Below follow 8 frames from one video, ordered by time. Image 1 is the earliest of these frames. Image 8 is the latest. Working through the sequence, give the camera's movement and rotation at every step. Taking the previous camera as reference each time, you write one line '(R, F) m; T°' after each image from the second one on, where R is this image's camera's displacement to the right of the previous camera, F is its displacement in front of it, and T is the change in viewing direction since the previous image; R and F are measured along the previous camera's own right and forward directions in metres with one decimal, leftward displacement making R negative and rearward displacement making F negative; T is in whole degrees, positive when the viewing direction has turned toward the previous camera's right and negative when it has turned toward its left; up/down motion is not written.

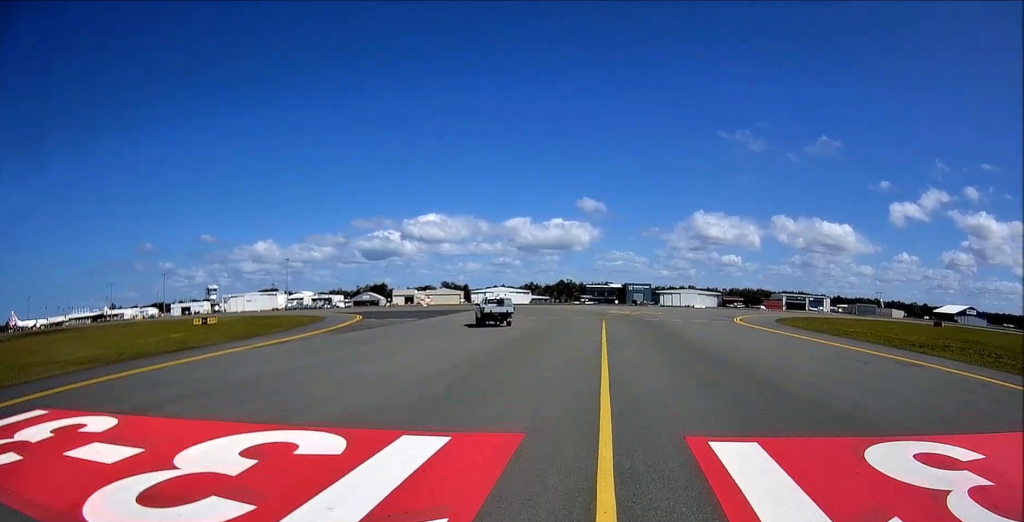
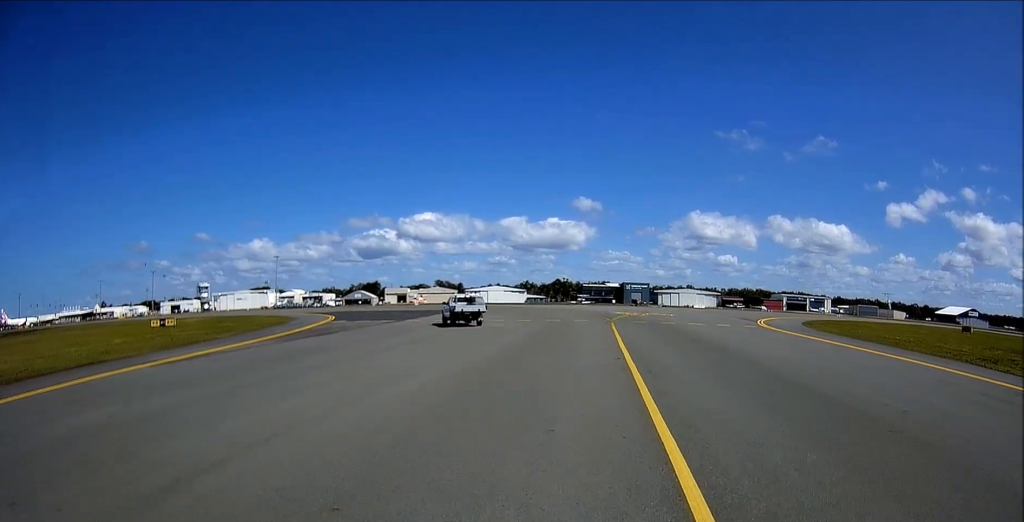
(0.0, +8.0) m; -1°
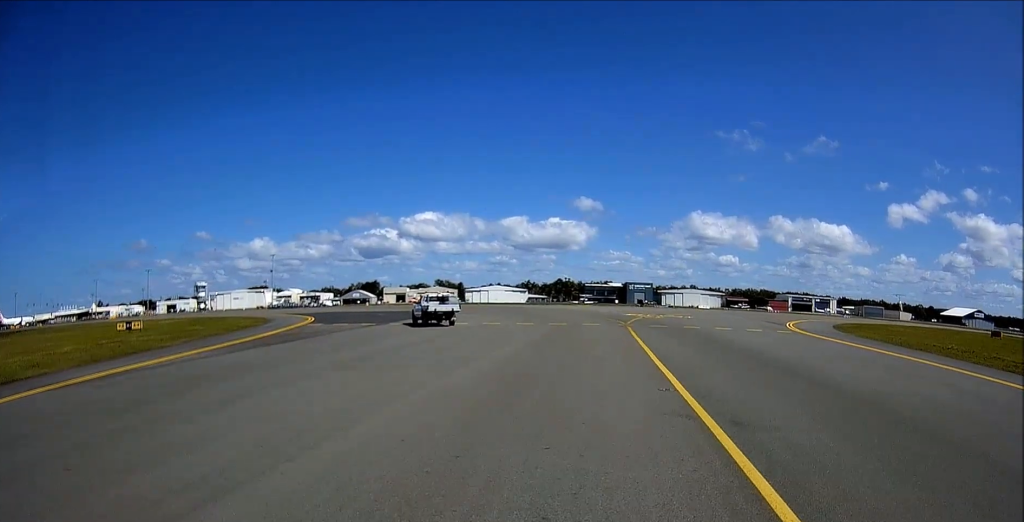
(+0.1, +6.9) m; -1°
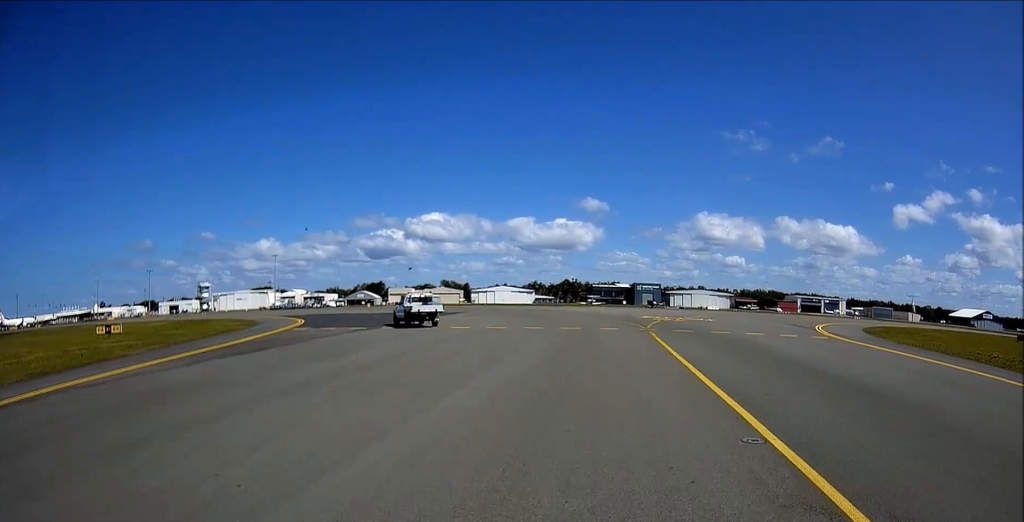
(-0.1, +4.4) m; 0°
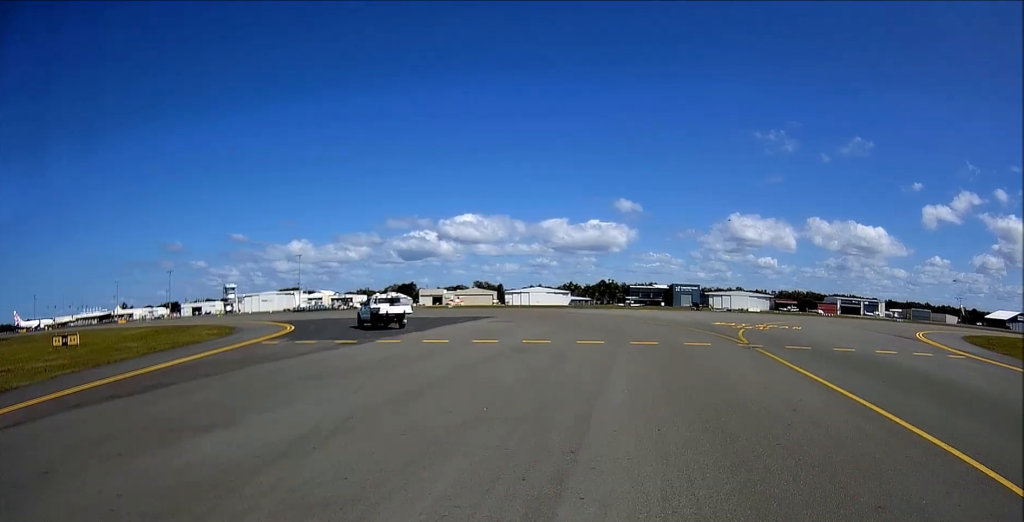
(-0.1, +10.3) m; -1°
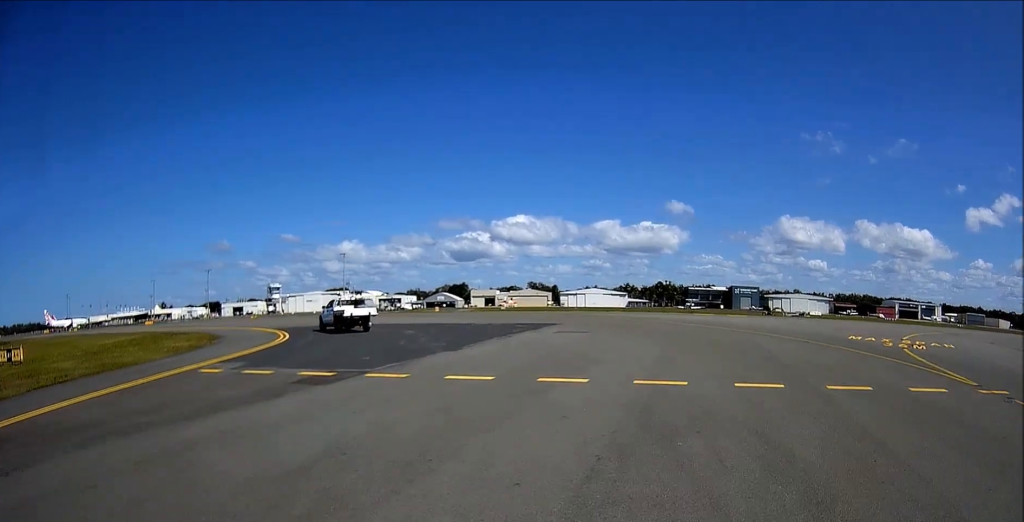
(-0.2, +10.6) m; -3°
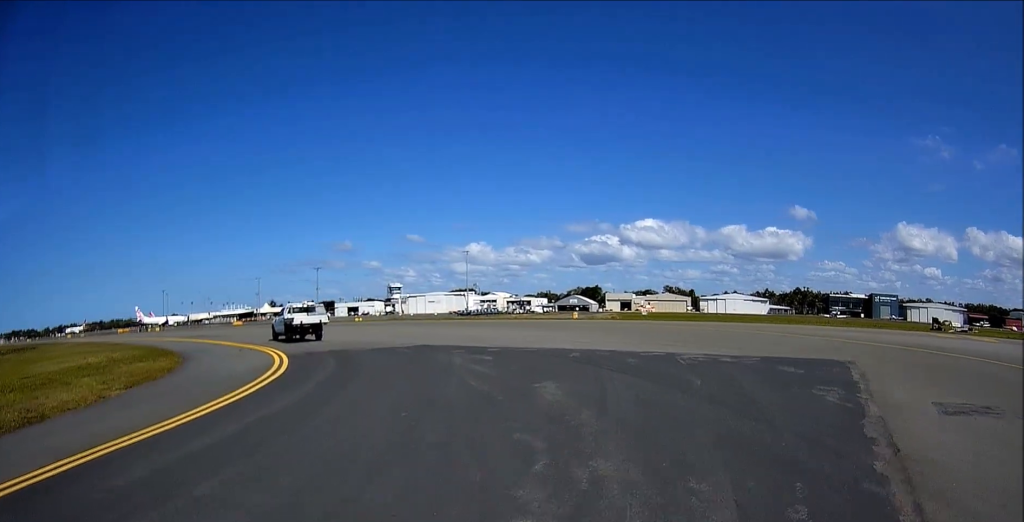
(-0.5, +15.7) m; -8°
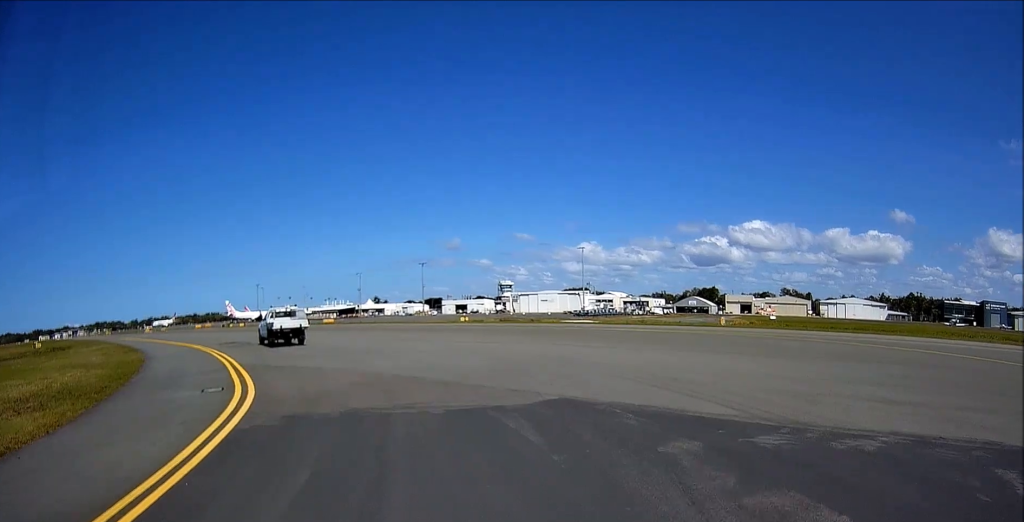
(-1.3, +11.7) m; -7°
